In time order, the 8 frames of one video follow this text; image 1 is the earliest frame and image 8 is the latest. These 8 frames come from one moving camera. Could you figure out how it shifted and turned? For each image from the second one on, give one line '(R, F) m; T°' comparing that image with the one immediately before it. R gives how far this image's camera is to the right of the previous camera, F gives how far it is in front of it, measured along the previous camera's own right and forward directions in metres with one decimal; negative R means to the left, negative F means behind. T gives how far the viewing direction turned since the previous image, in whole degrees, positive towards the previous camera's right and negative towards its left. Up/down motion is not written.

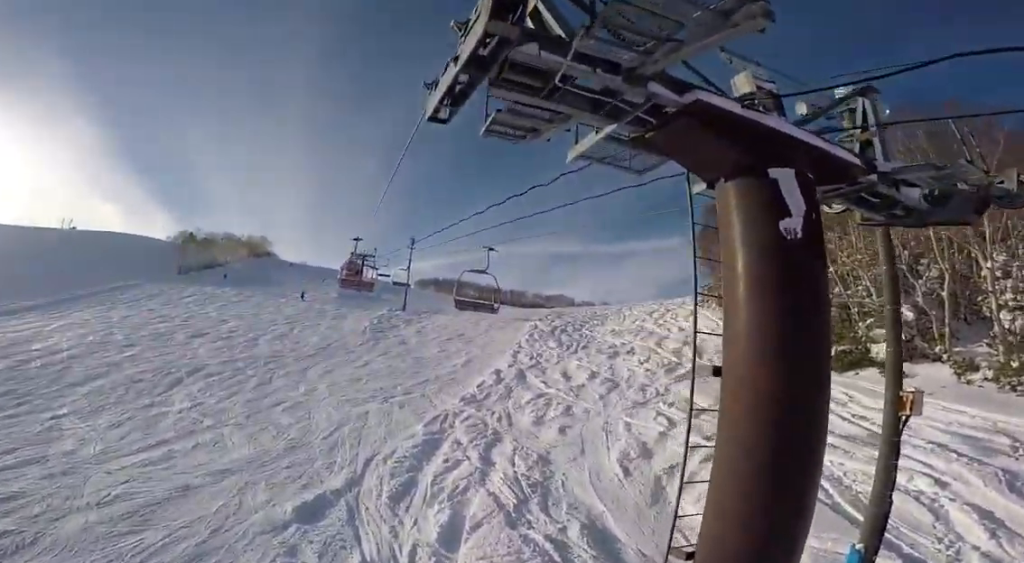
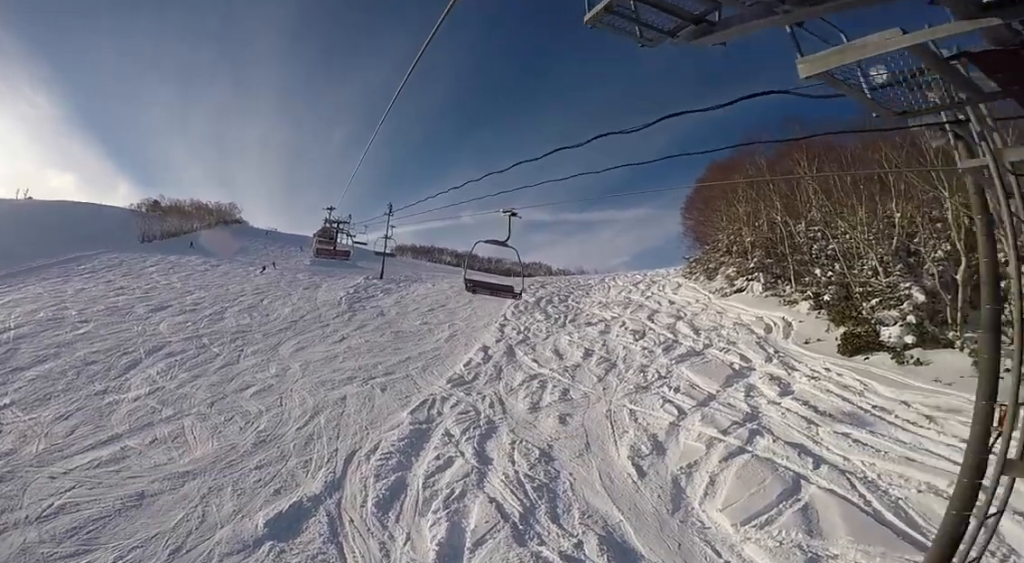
(0.0, +2.7) m; 0°
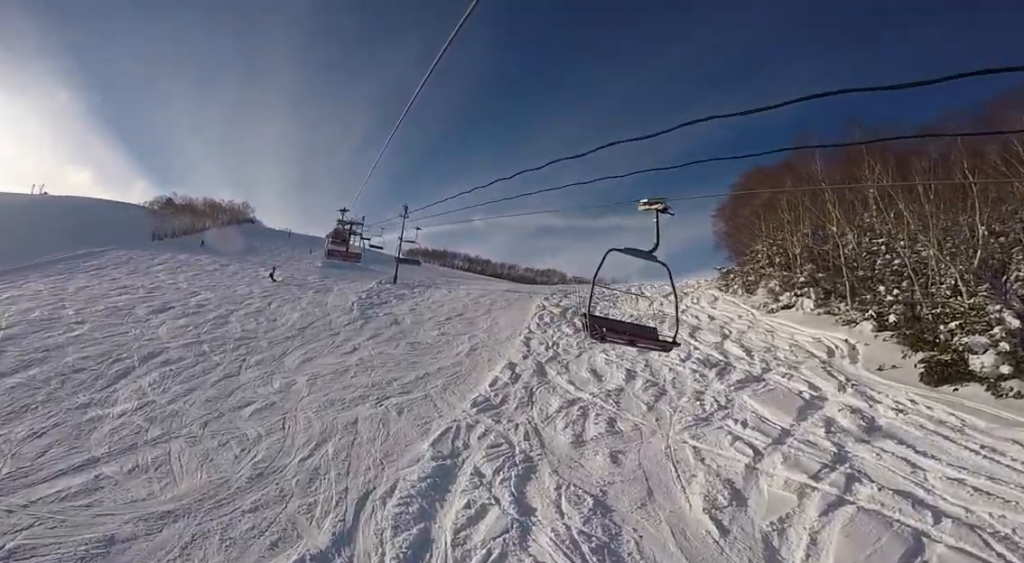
(0.0, +3.5) m; 0°
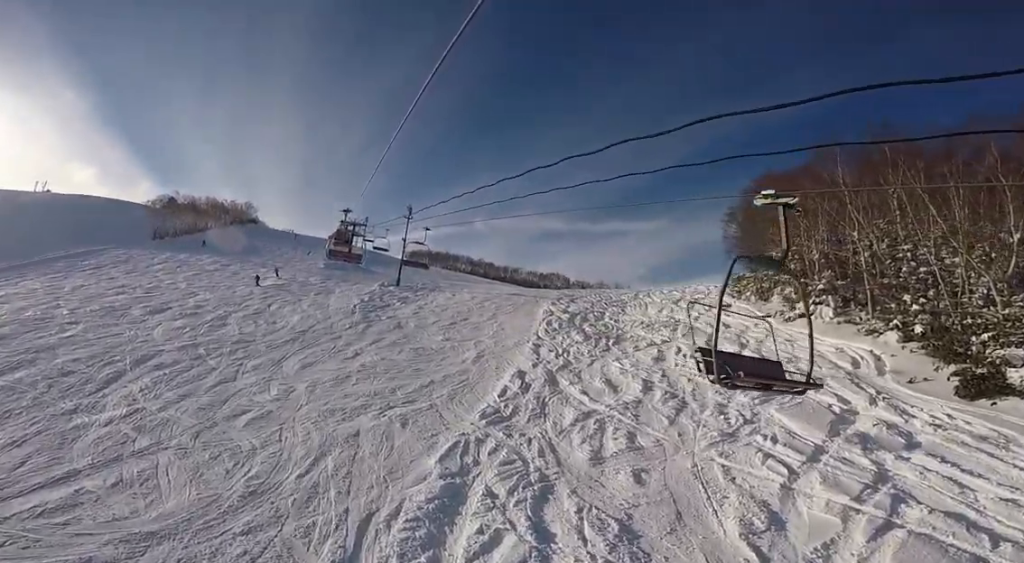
(0.0, +1.4) m; 0°
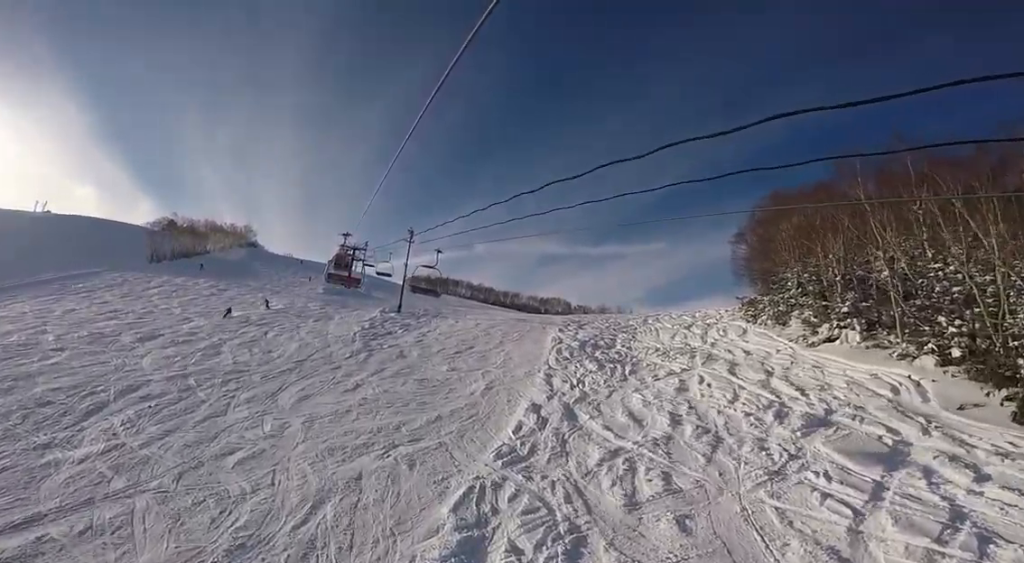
(0.0, +2.0) m; 0°
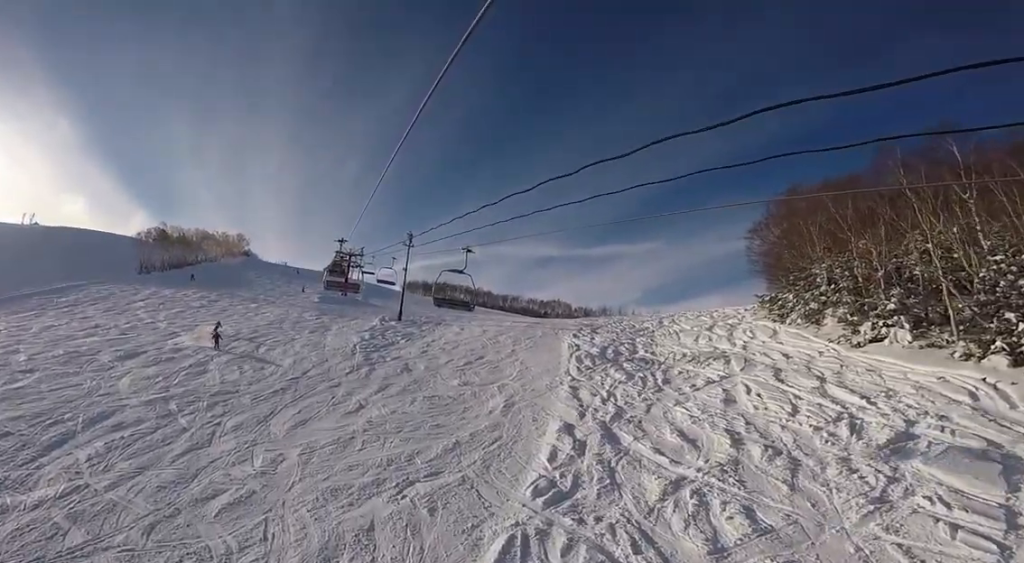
(0.0, +3.4) m; 0°
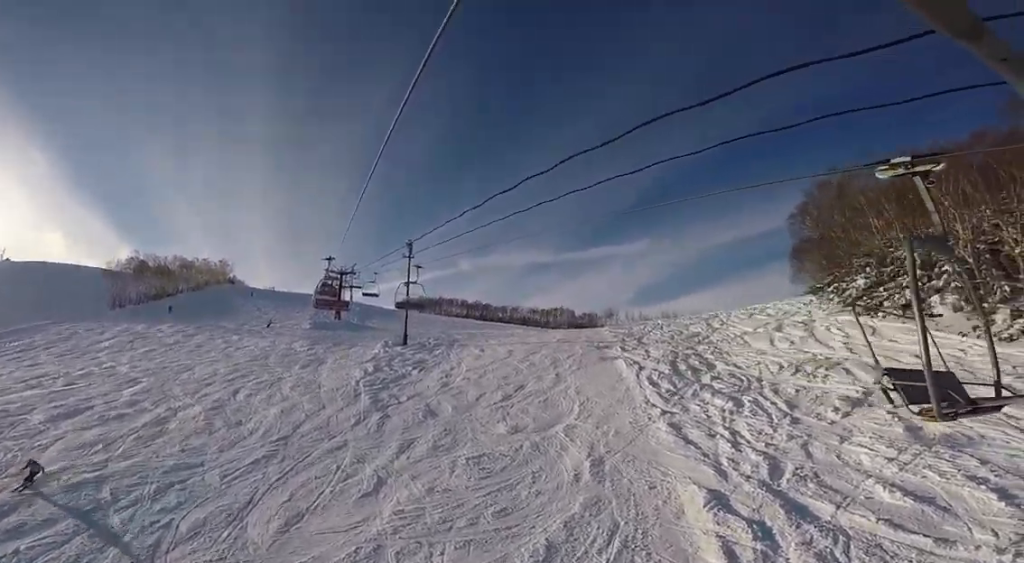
(0.0, +7.2) m; 0°
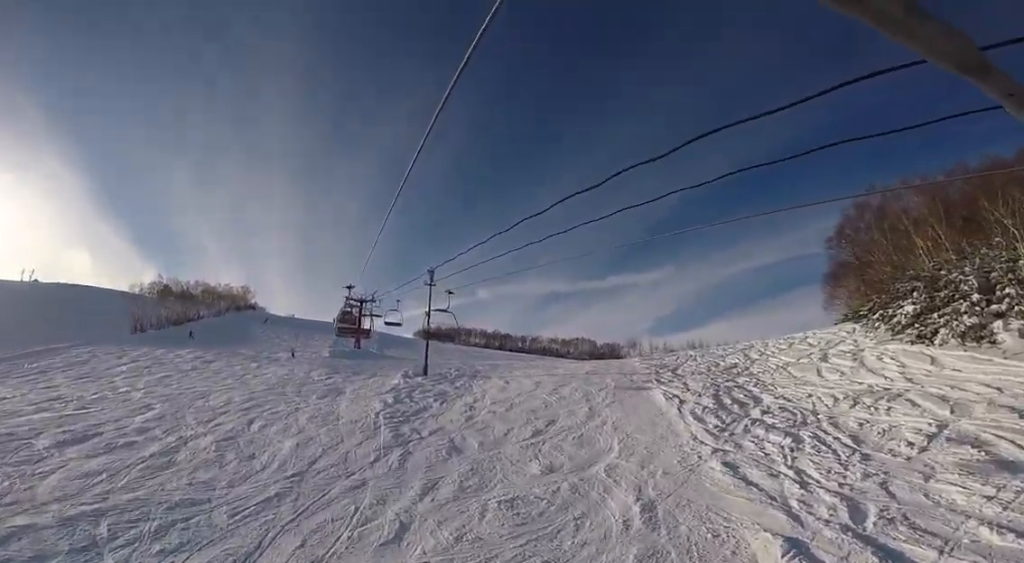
(0.0, +1.4) m; 0°
